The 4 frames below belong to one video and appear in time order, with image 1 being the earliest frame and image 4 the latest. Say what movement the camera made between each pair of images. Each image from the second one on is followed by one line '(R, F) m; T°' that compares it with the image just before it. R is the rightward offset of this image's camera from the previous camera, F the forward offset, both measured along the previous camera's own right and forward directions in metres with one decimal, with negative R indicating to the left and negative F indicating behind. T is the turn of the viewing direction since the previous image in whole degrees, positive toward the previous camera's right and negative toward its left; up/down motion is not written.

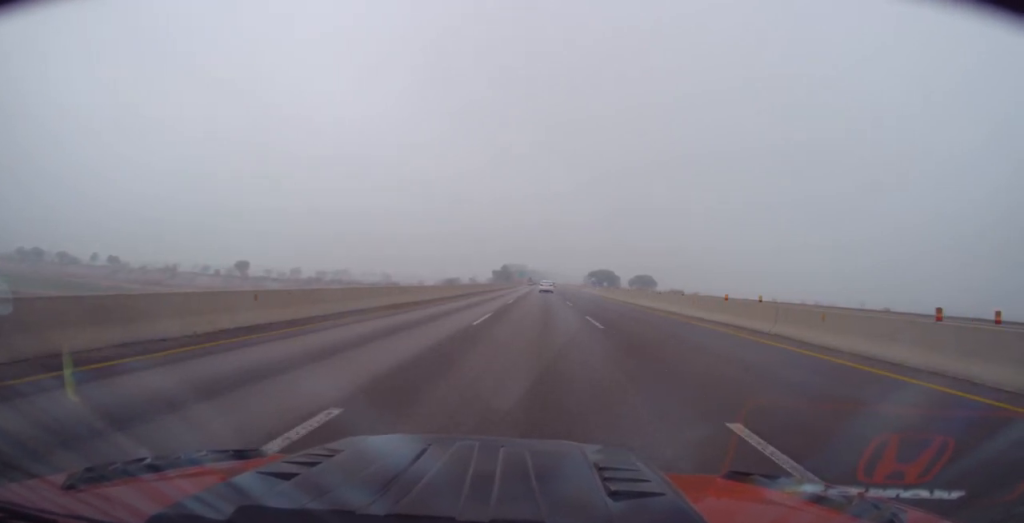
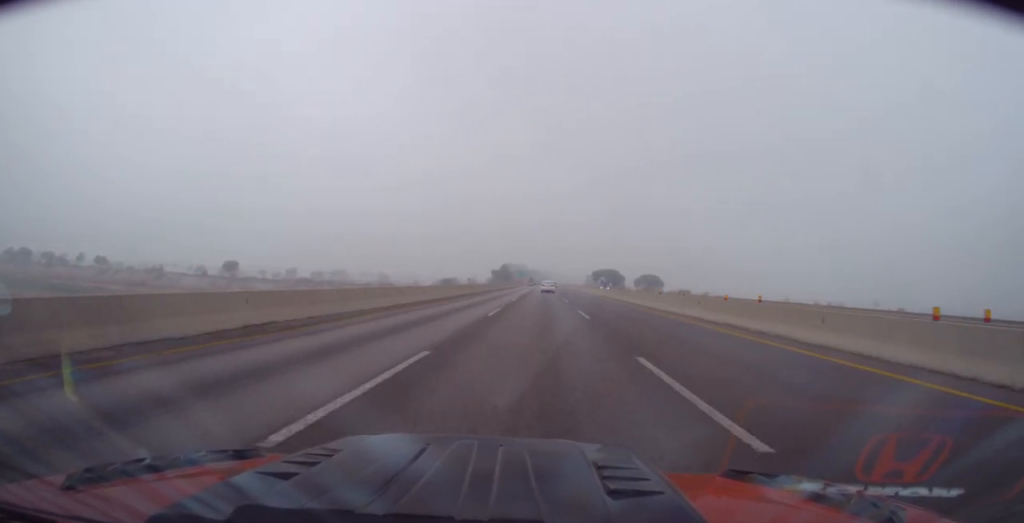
(-0.2, +13.1) m; -1°
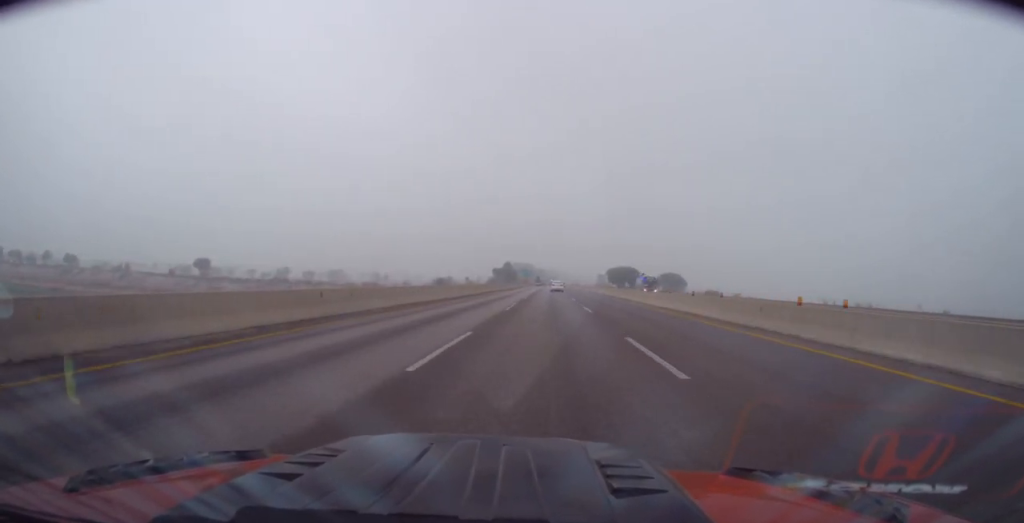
(-0.8, +32.5) m; -1°
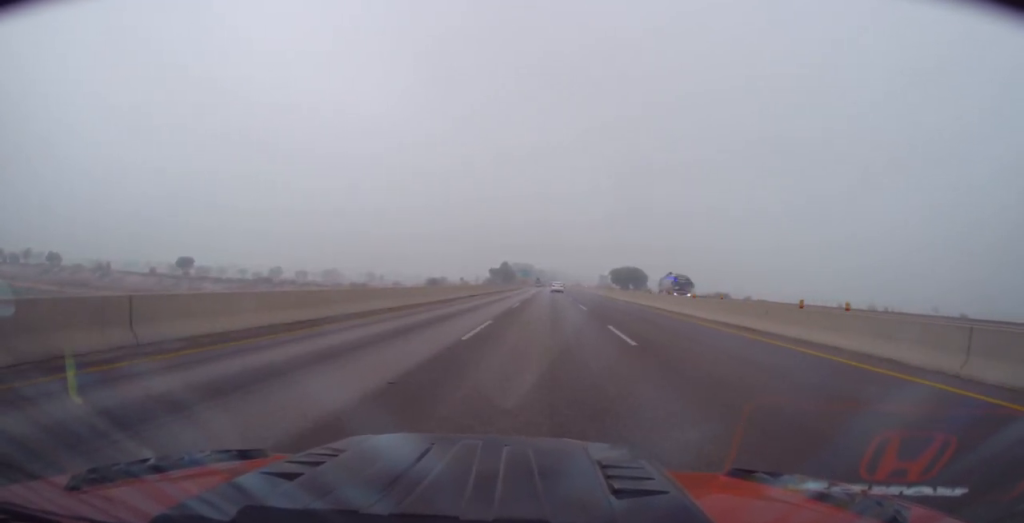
(+0.2, +13.2) m; 0°
